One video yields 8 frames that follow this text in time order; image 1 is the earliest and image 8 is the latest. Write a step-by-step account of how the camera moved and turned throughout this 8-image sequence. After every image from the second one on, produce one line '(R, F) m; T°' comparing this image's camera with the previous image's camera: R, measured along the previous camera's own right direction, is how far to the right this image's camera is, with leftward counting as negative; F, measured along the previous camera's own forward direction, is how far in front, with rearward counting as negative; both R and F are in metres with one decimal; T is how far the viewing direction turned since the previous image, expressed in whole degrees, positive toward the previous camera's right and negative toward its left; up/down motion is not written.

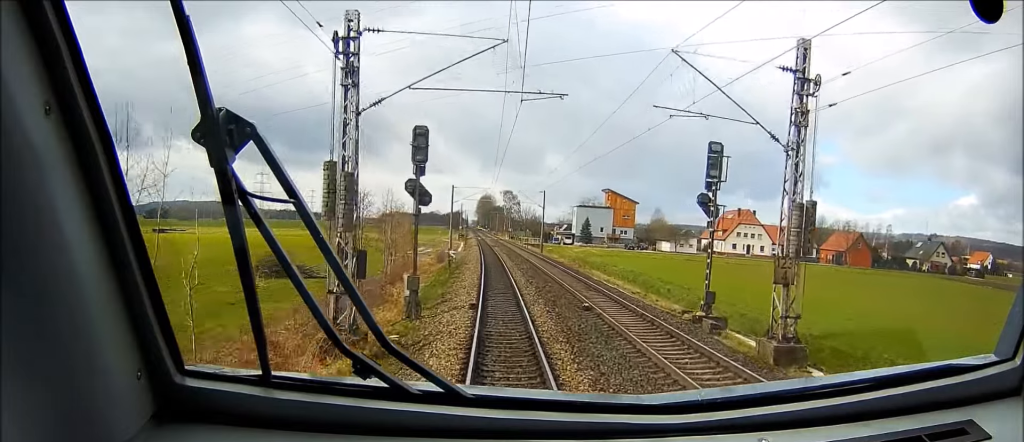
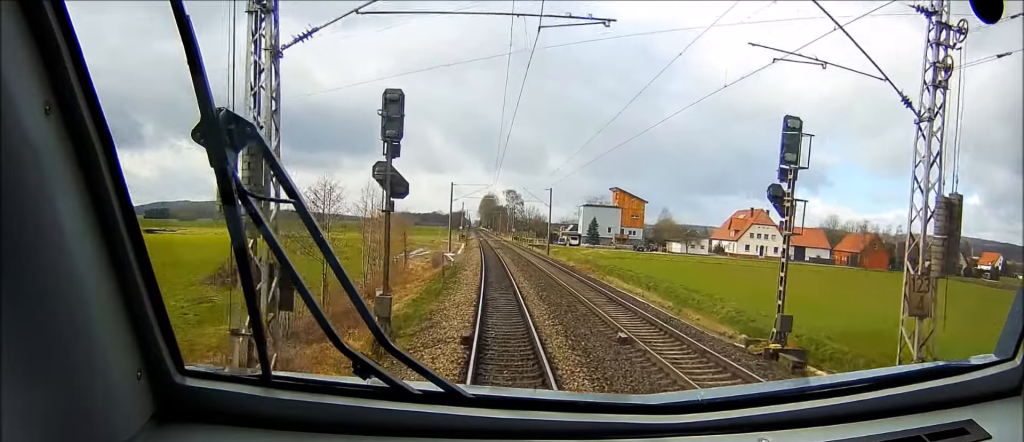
(-0.1, +8.2) m; +1°
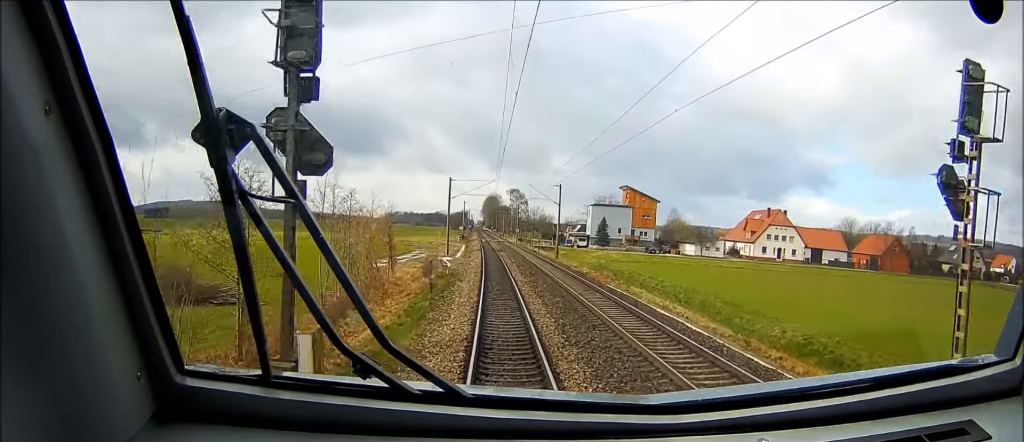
(+0.2, +10.0) m; +2°
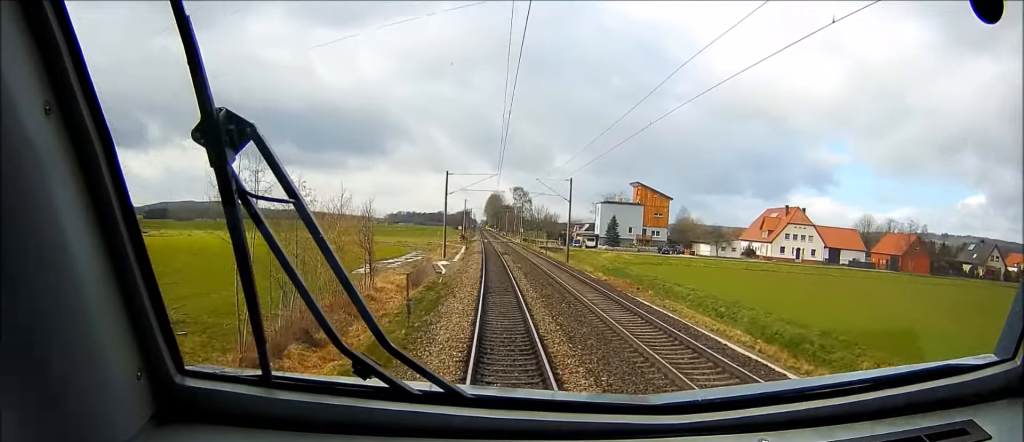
(+0.2, +8.8) m; +1°
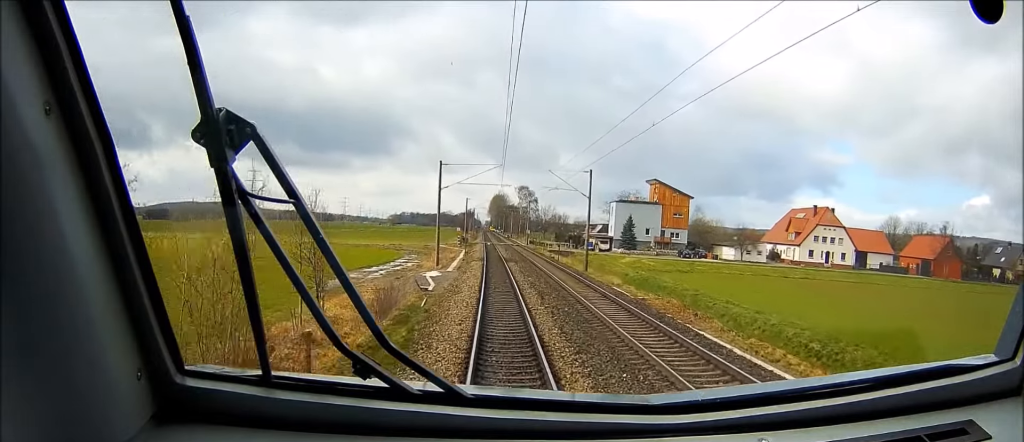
(+0.1, +12.2) m; +1°
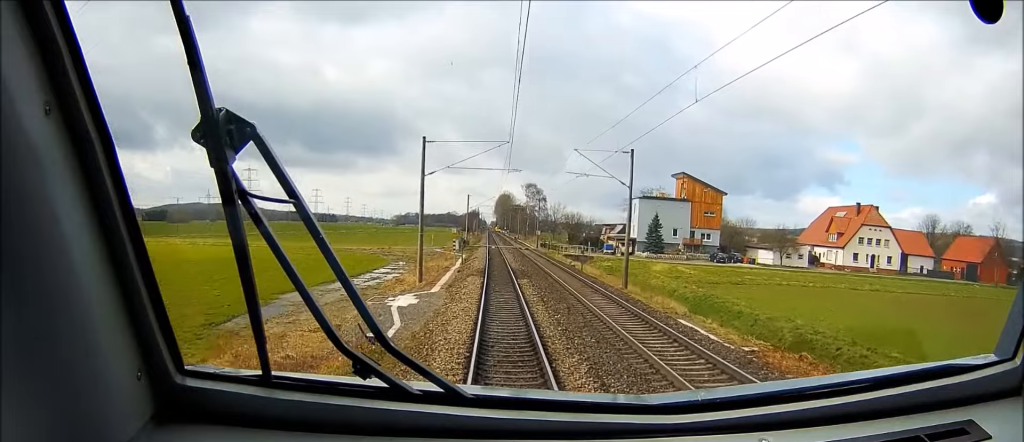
(+0.2, +14.9) m; +1°
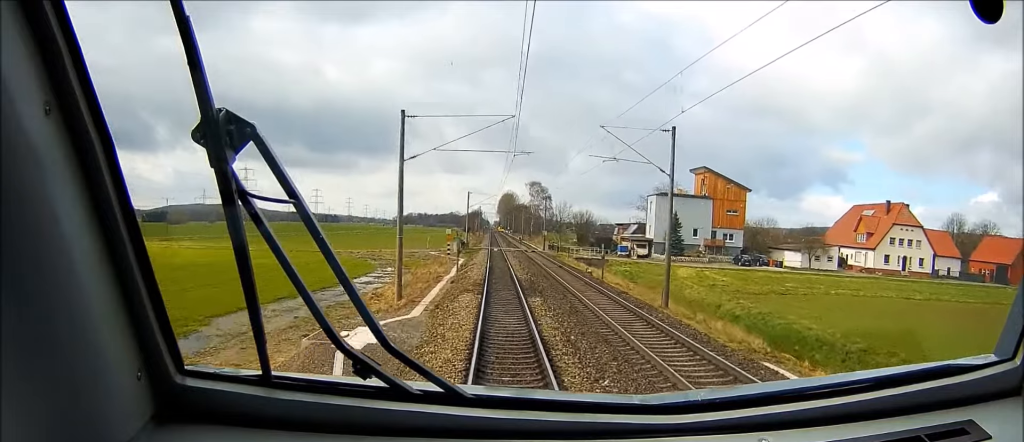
(+0.1, +8.7) m; 0°
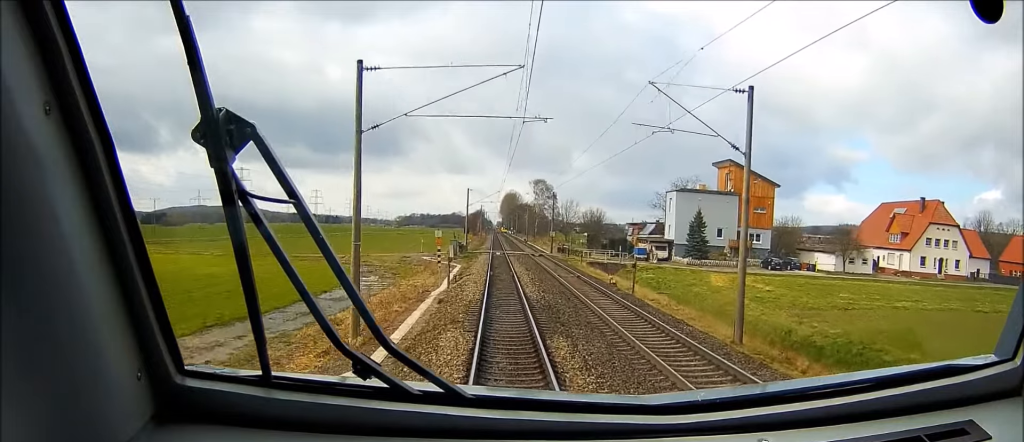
(0.0, +9.4) m; -1°
